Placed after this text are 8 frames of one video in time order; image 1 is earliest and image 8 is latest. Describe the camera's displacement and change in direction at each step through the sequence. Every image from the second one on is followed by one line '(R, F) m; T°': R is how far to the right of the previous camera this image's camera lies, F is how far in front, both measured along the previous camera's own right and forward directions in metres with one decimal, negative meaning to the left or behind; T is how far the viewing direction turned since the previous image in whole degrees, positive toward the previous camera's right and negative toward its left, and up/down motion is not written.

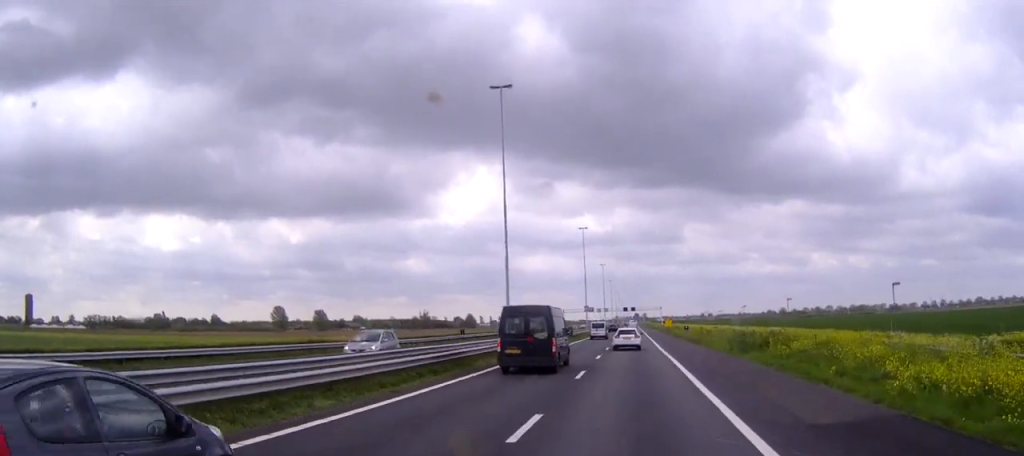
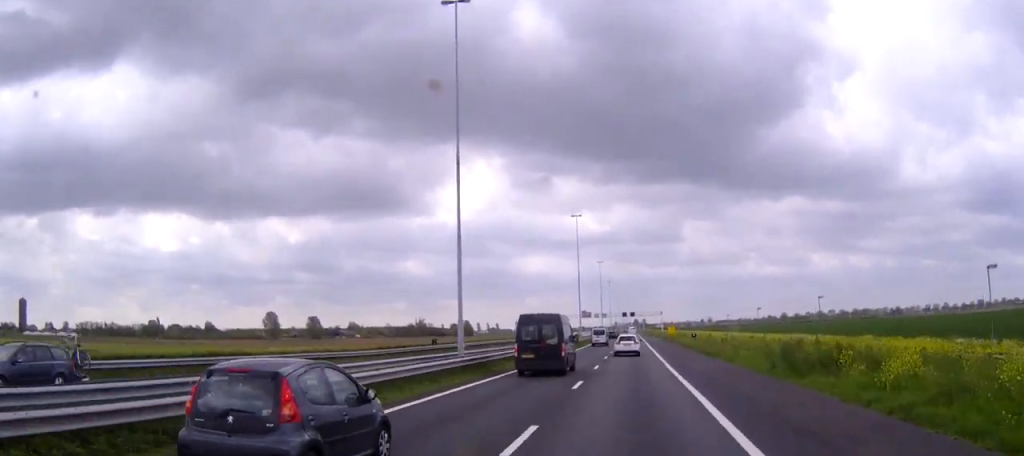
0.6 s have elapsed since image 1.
(0.0, +12.7) m; 0°
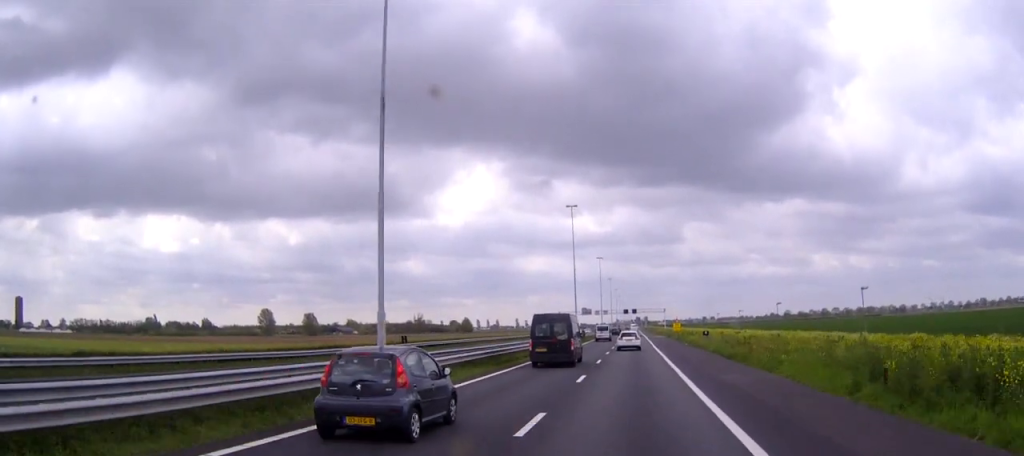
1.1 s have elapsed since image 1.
(0.0, +11.2) m; 0°
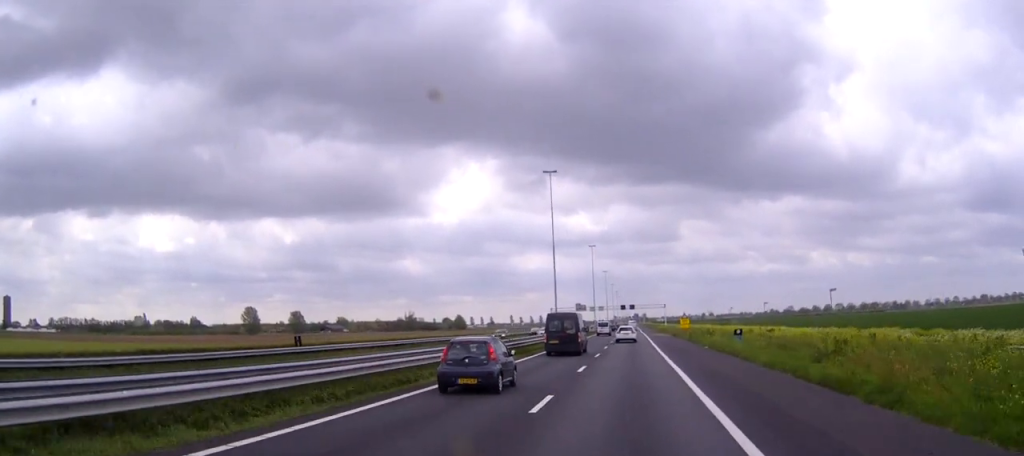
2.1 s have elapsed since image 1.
(+0.1, +22.4) m; 0°
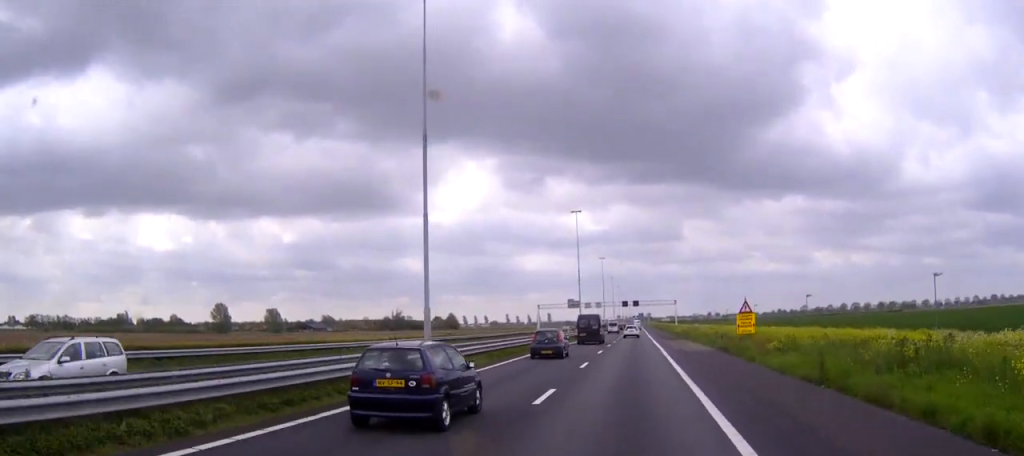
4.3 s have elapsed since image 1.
(-0.2, +49.3) m; 0°
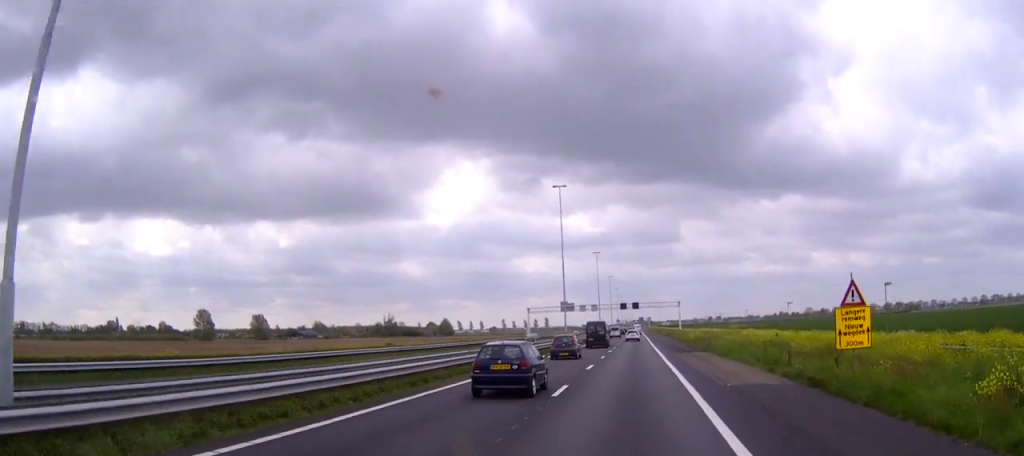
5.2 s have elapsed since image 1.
(0.0, +21.7) m; 0°
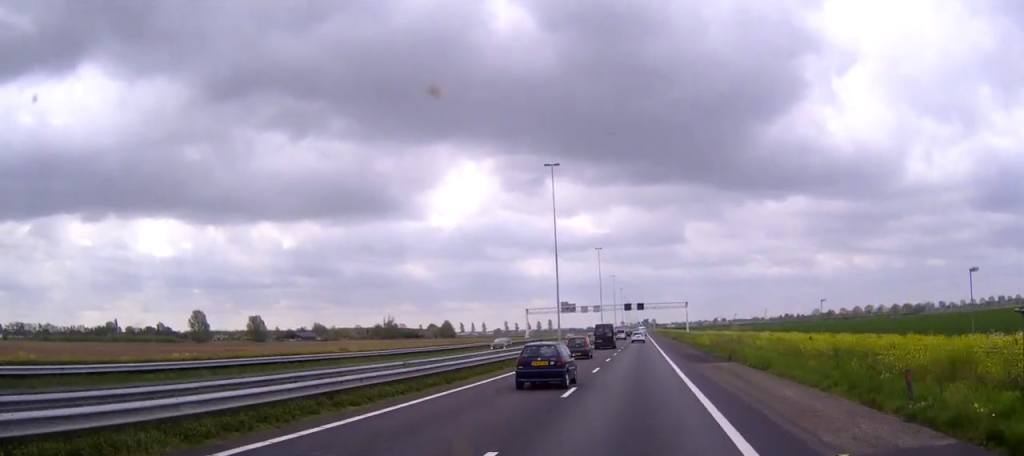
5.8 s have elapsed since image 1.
(0.0, +12.0) m; 0°
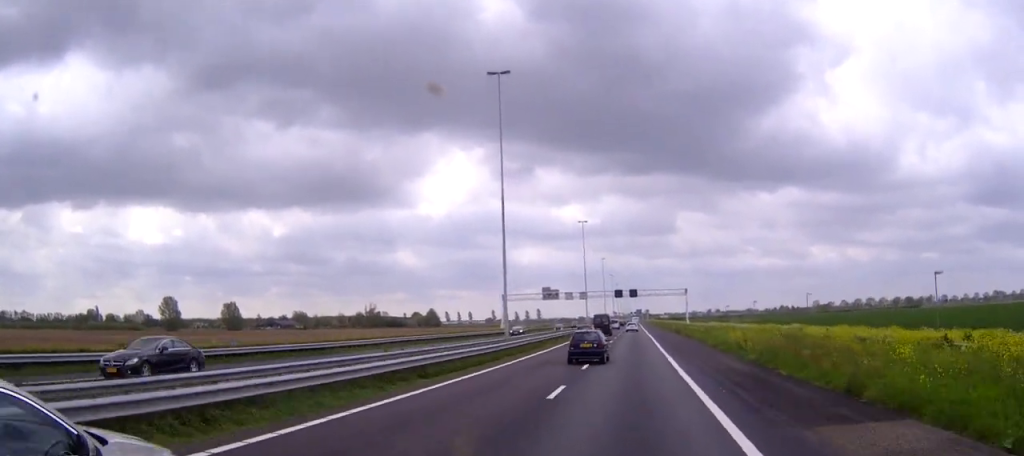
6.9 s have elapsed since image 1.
(0.0, +26.2) m; 0°
